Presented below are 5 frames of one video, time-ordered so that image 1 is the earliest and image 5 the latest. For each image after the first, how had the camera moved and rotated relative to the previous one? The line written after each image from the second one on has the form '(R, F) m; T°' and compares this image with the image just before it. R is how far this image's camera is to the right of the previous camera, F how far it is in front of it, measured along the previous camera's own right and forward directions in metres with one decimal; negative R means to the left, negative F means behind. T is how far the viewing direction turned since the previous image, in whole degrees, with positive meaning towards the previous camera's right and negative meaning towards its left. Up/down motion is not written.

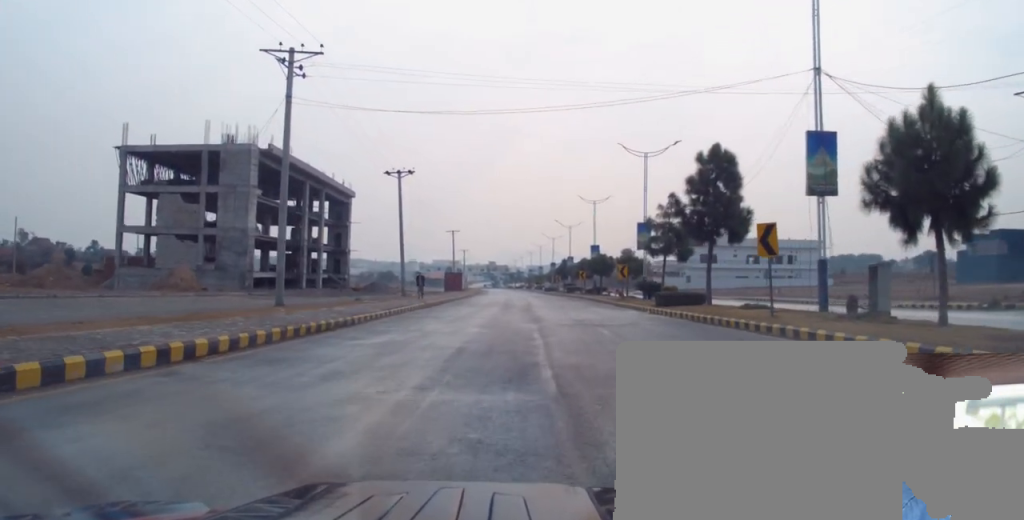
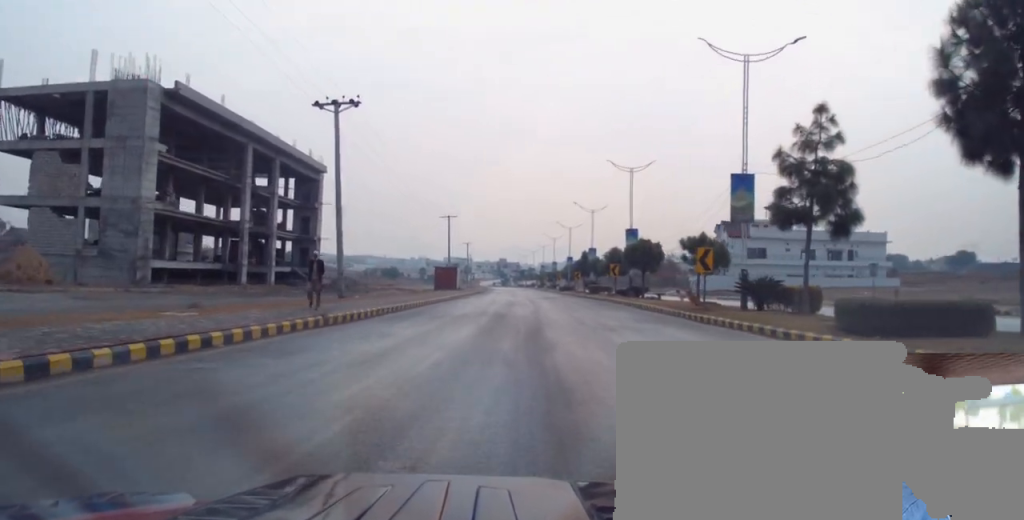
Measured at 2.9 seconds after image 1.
(-0.9, +21.3) m; -1°
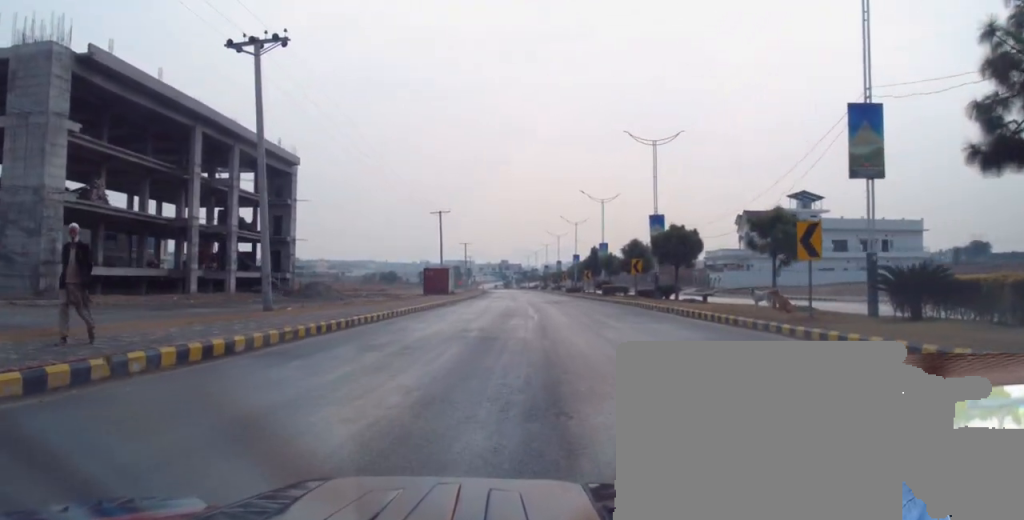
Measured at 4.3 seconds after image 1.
(+0.2, +10.7) m; -2°
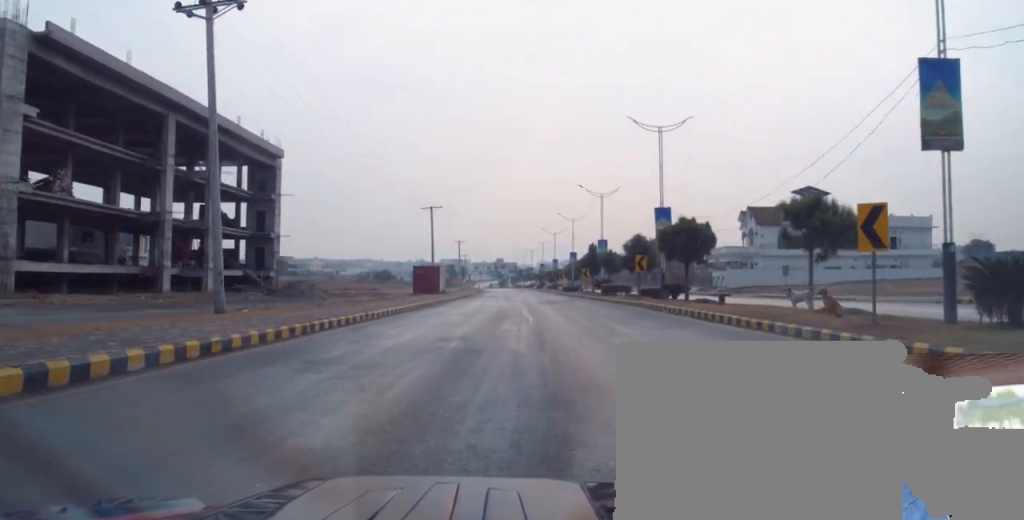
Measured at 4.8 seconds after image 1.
(-0.4, +3.7) m; 0°
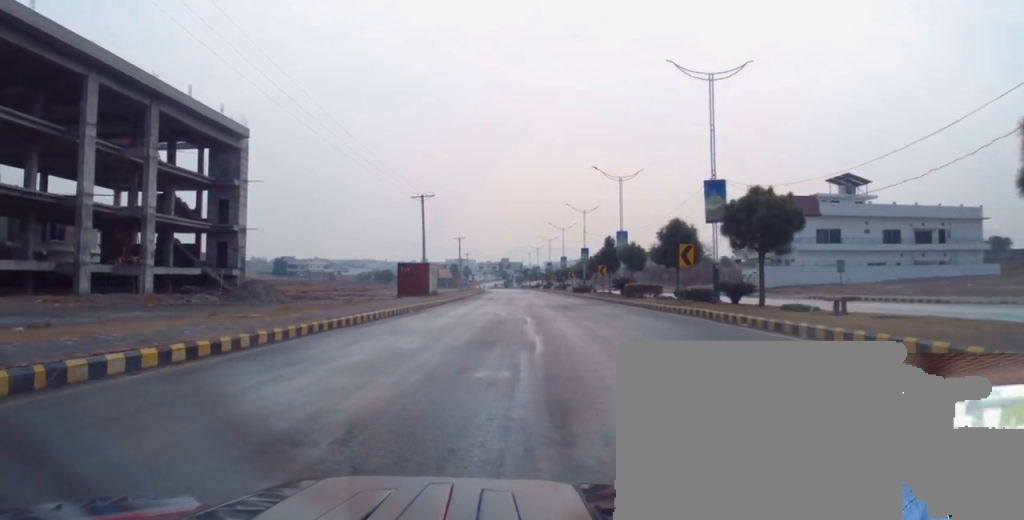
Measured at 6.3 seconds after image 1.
(+0.6, +10.6) m; +3°
